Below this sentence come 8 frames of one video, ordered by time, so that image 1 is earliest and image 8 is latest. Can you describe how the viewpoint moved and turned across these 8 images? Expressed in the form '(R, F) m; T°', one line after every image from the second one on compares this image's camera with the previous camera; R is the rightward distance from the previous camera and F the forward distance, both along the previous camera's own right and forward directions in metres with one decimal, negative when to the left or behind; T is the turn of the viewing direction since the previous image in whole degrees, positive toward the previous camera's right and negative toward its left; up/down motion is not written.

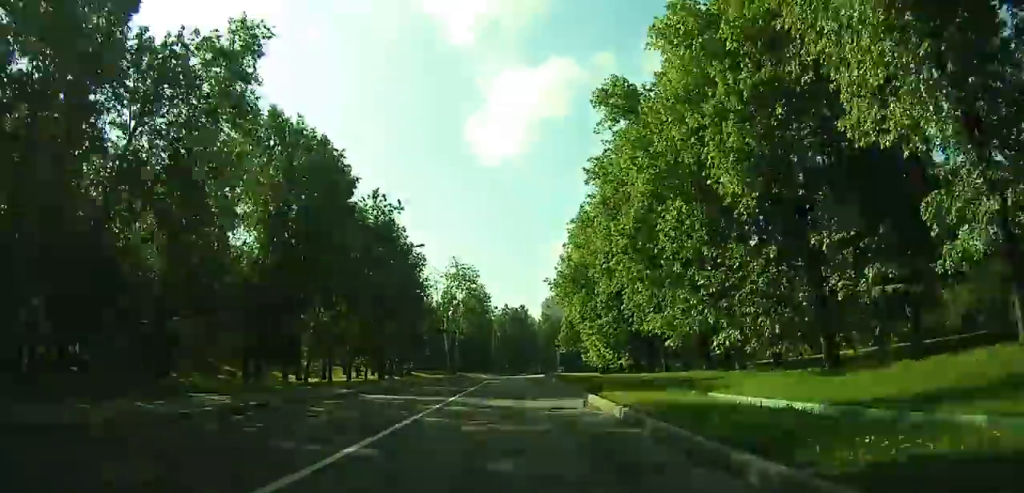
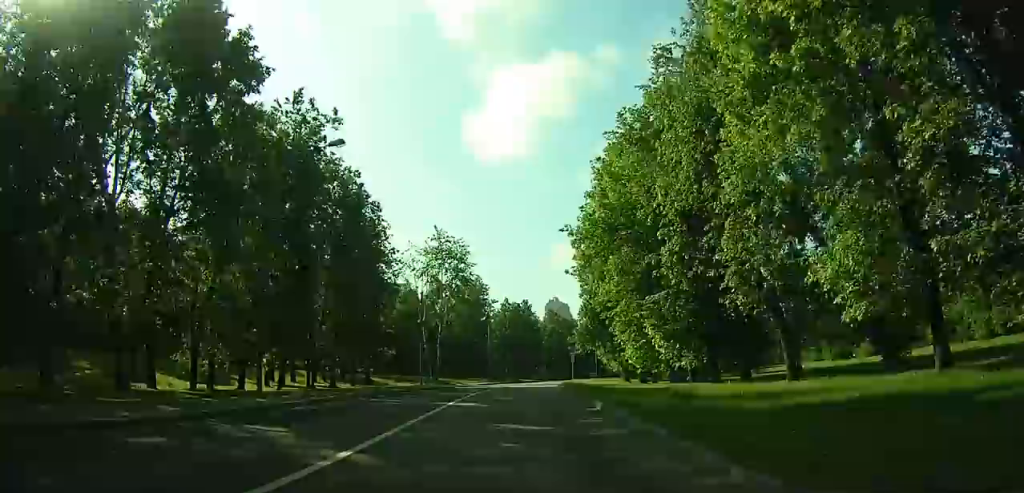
(+2.1, +21.5) m; +5°
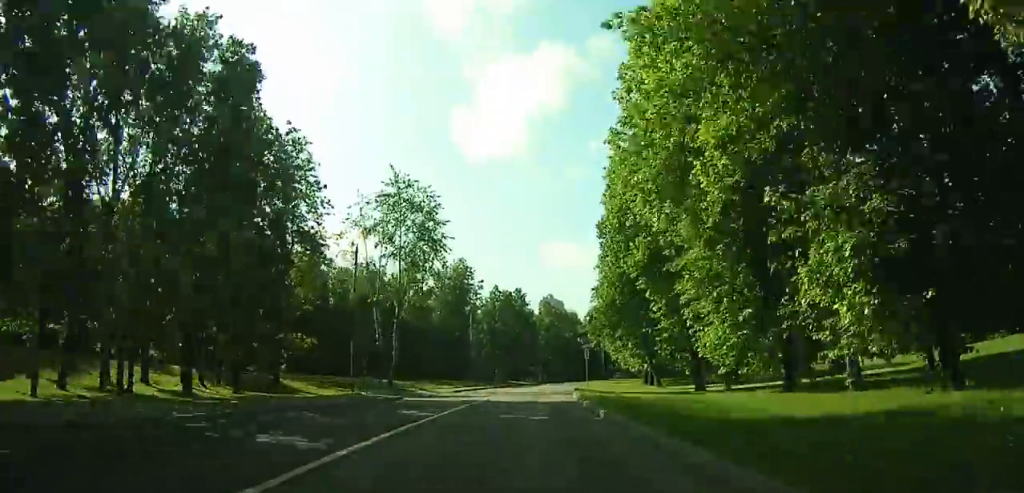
(+0.9, +20.3) m; +5°
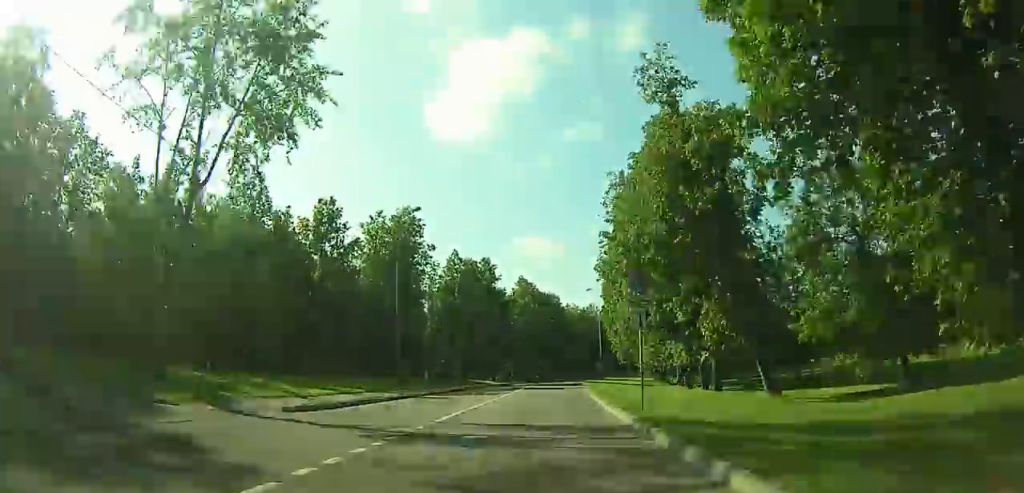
(+1.2, +29.1) m; +4°
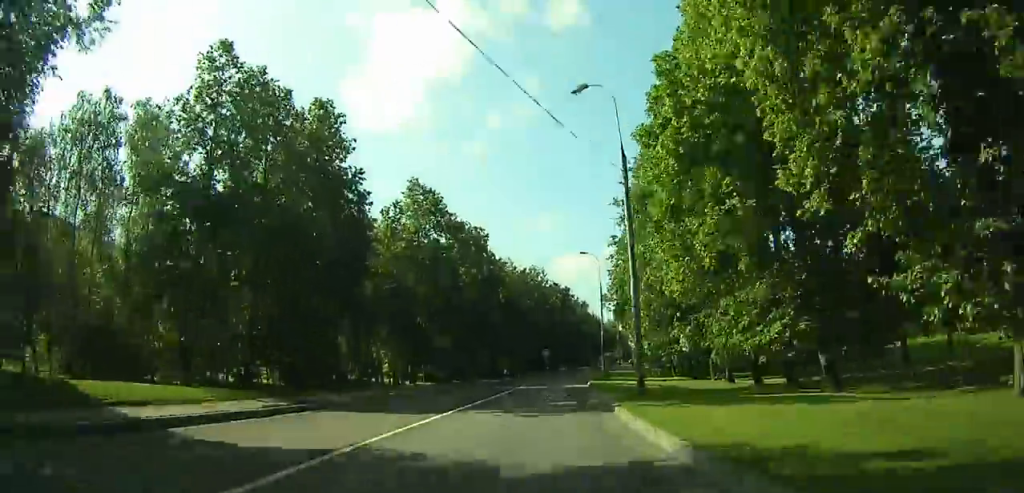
(+4.0, +58.9) m; +7°
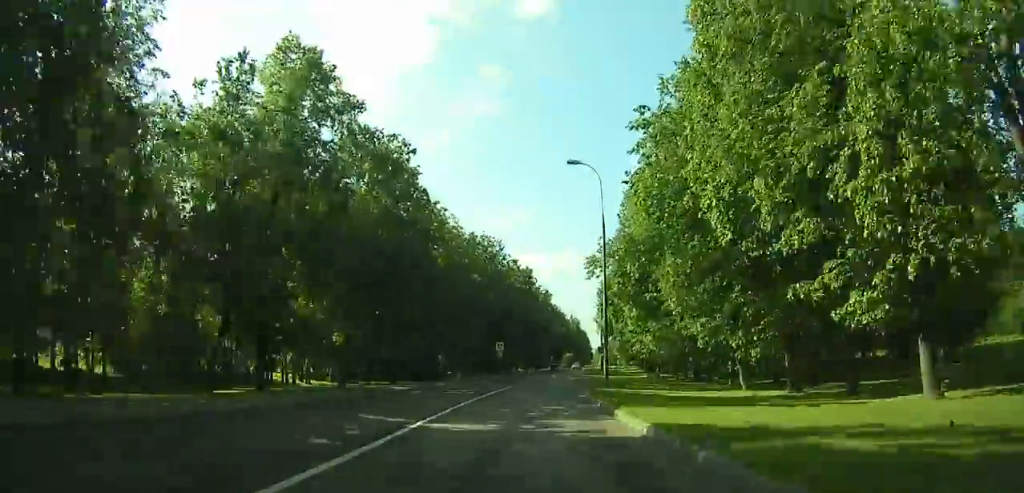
(+0.2, +27.6) m; +4°
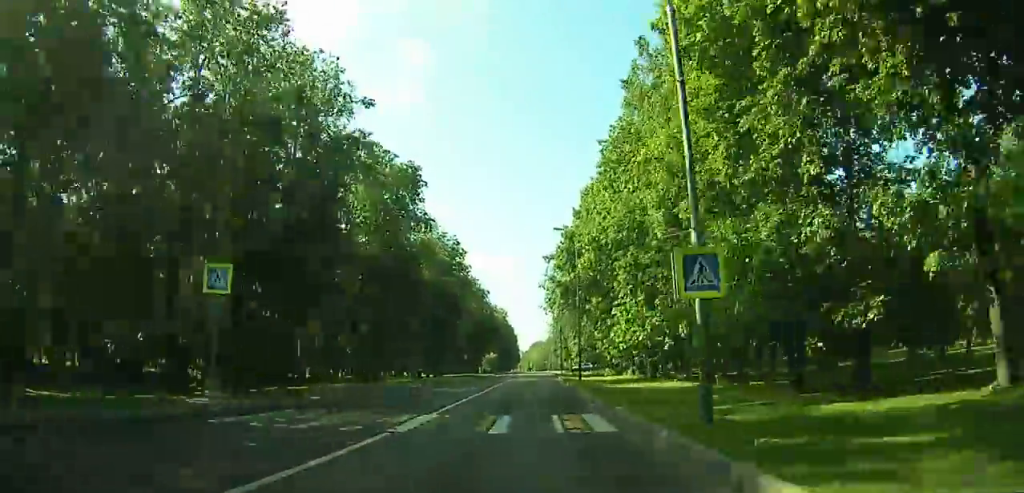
(+4.2, +55.2) m; +6°
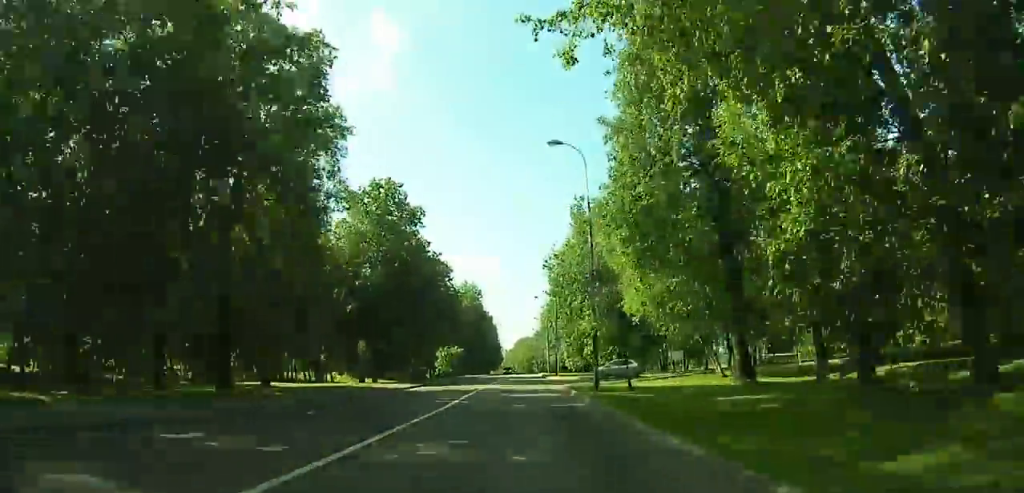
(+1.3, +53.3) m; +2°
